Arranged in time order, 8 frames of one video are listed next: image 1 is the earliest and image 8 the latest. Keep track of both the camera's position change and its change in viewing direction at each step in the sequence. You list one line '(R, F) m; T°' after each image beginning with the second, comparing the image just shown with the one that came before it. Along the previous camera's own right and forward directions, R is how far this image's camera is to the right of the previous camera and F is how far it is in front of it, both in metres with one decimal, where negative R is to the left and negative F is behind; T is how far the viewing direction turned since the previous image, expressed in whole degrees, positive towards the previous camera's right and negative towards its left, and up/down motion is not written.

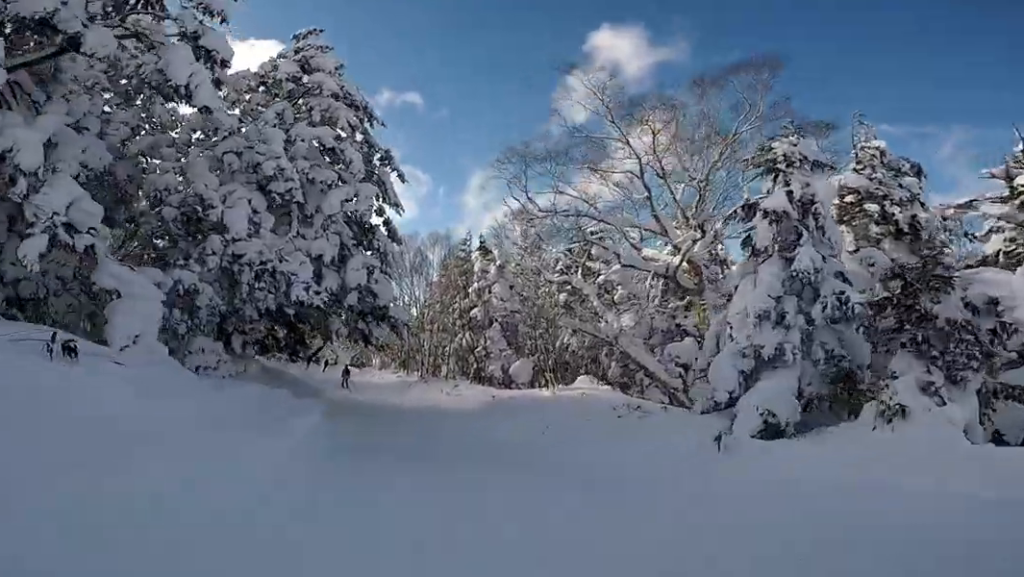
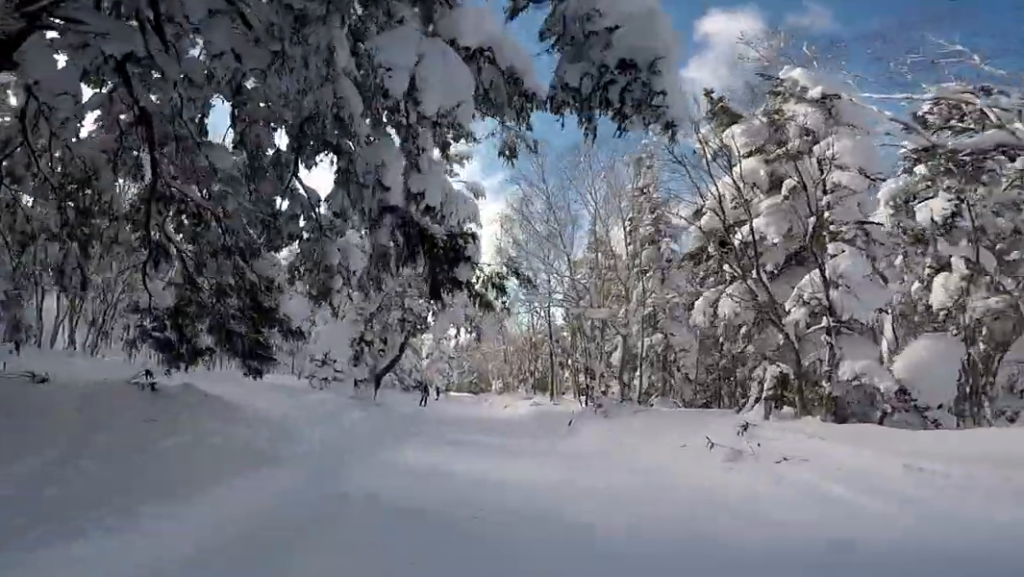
(+0.2, +14.9) m; +7°
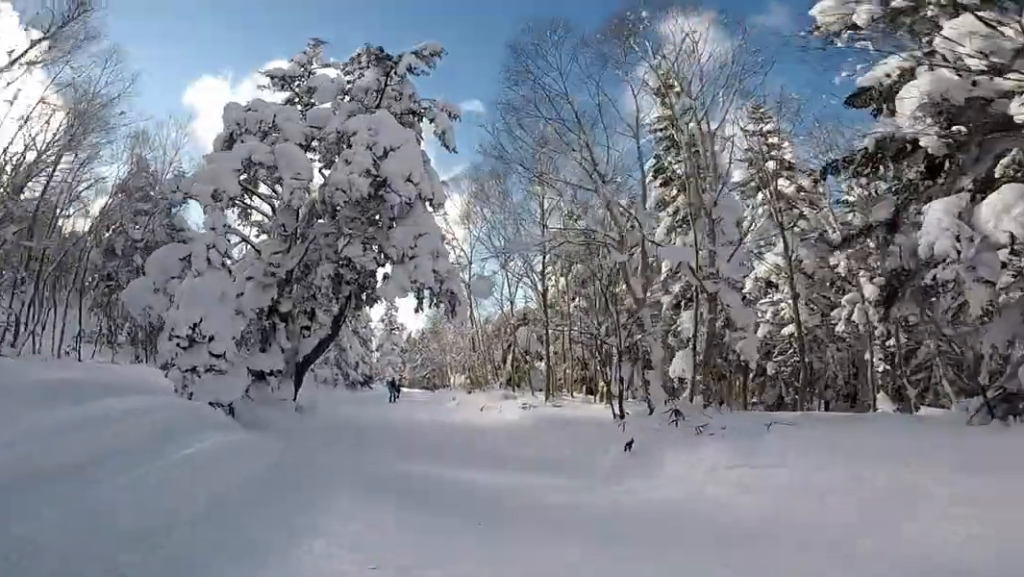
(+0.4, +6.4) m; 0°
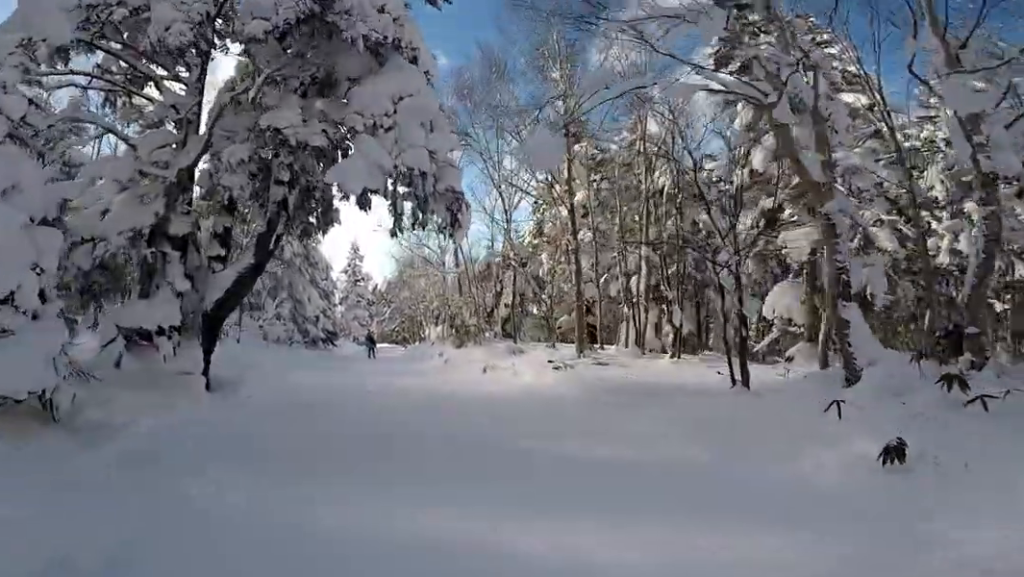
(+1.0, +4.7) m; -8°
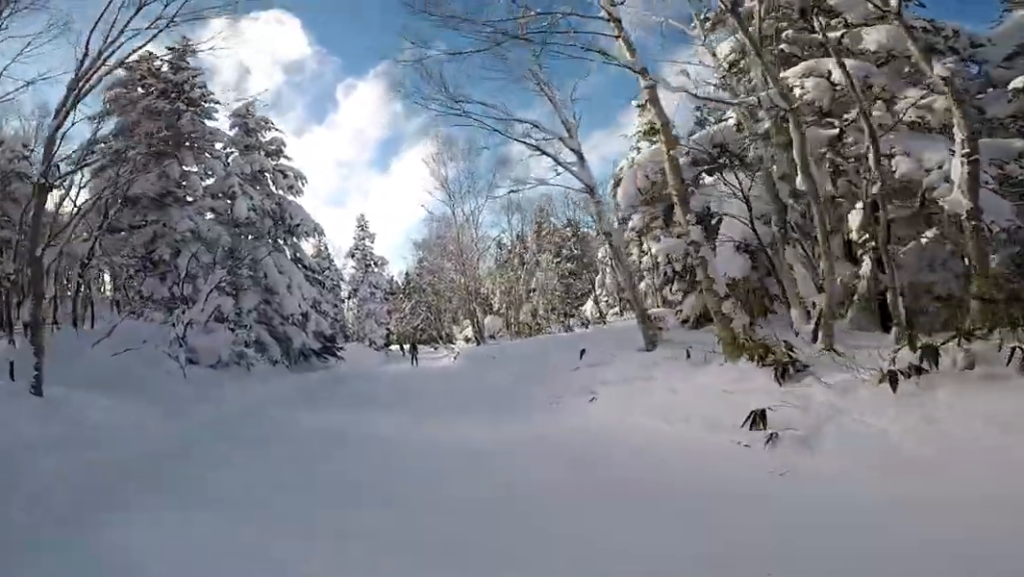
(-5.0, +12.9) m; -13°
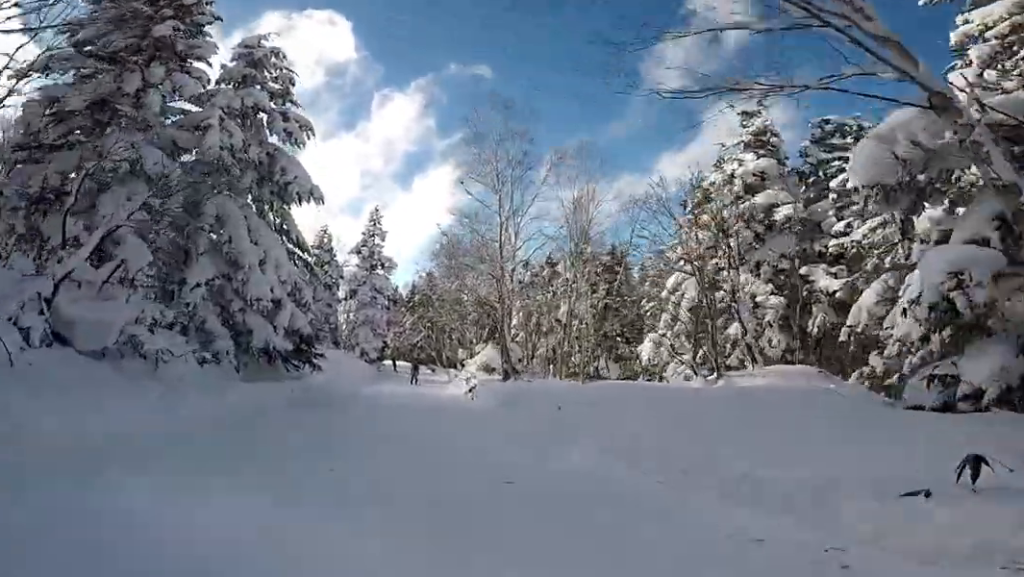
(+0.8, +5.5) m; +10°
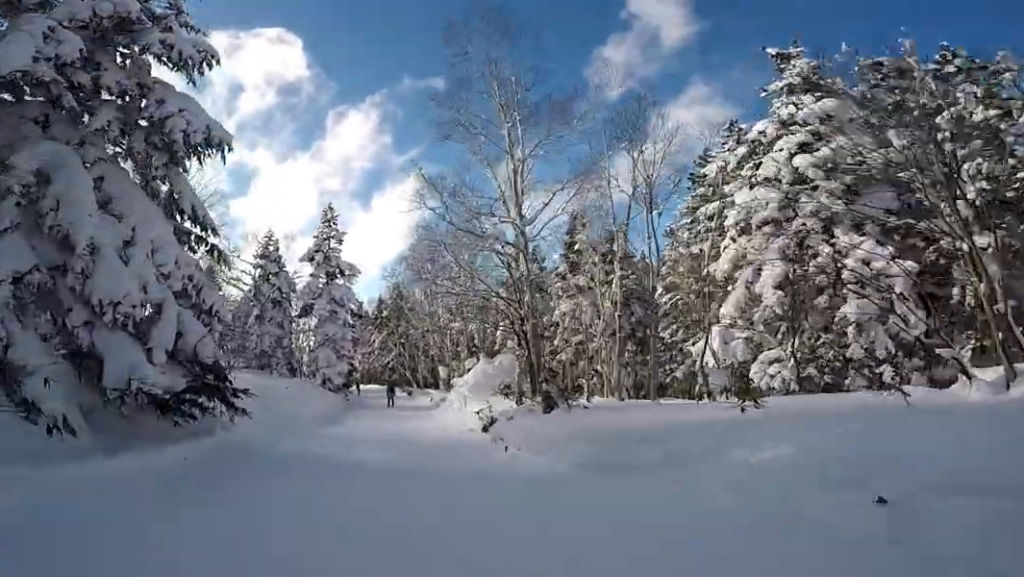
(+0.4, +6.2) m; +3°
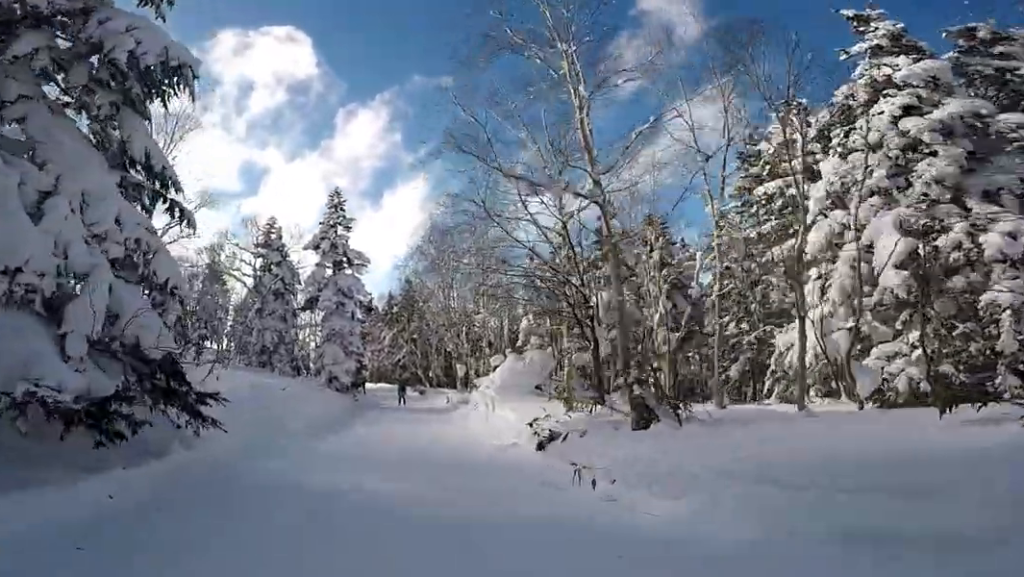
(0.0, +3.0) m; -2°
